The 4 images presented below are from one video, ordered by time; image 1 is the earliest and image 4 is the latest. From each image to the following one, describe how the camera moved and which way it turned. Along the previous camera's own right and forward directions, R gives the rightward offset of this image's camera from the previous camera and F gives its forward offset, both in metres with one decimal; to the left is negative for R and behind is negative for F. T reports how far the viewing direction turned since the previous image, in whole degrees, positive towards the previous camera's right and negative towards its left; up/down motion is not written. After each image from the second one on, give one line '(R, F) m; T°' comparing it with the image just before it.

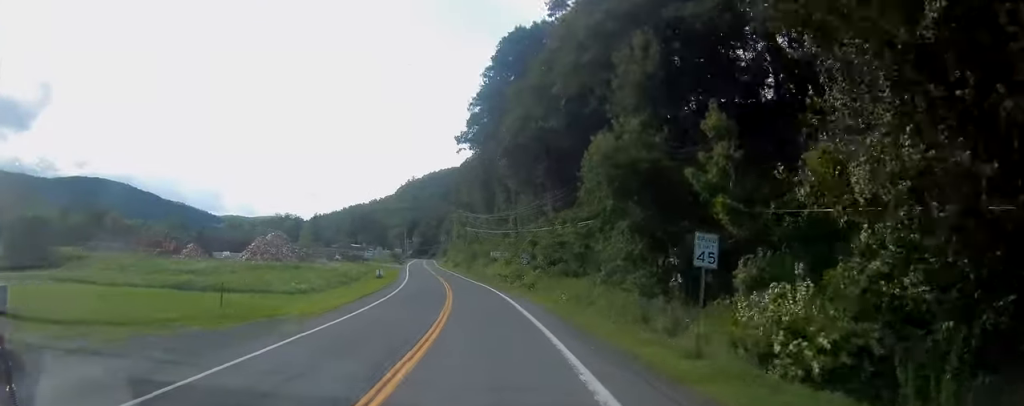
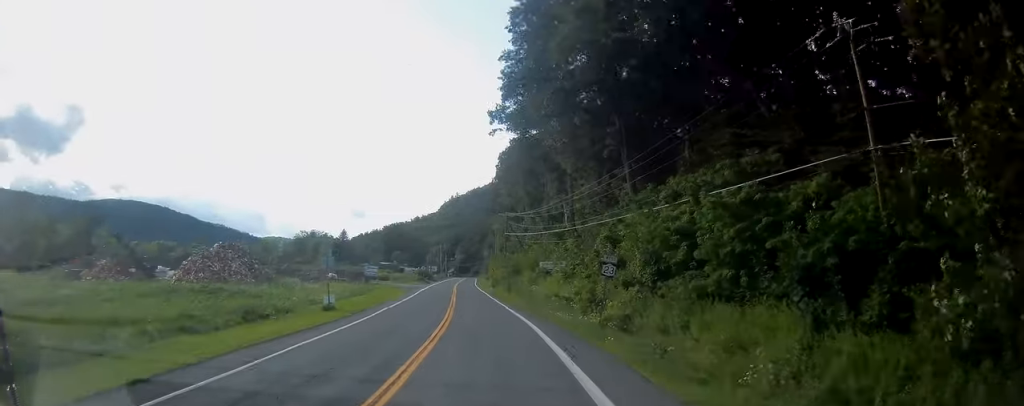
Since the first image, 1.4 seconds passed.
(-1.5, +26.4) m; -6°
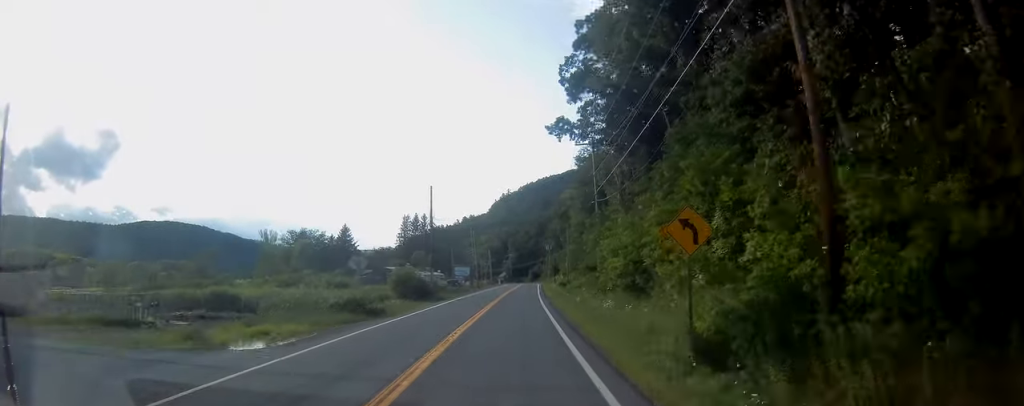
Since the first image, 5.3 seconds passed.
(-3.3, +74.2) m; -5°
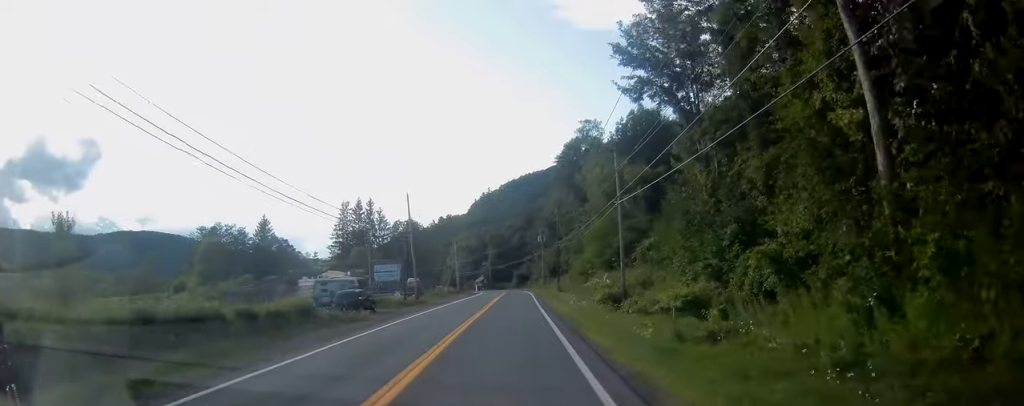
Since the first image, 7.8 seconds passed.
(+1.6, +48.5) m; +3°
